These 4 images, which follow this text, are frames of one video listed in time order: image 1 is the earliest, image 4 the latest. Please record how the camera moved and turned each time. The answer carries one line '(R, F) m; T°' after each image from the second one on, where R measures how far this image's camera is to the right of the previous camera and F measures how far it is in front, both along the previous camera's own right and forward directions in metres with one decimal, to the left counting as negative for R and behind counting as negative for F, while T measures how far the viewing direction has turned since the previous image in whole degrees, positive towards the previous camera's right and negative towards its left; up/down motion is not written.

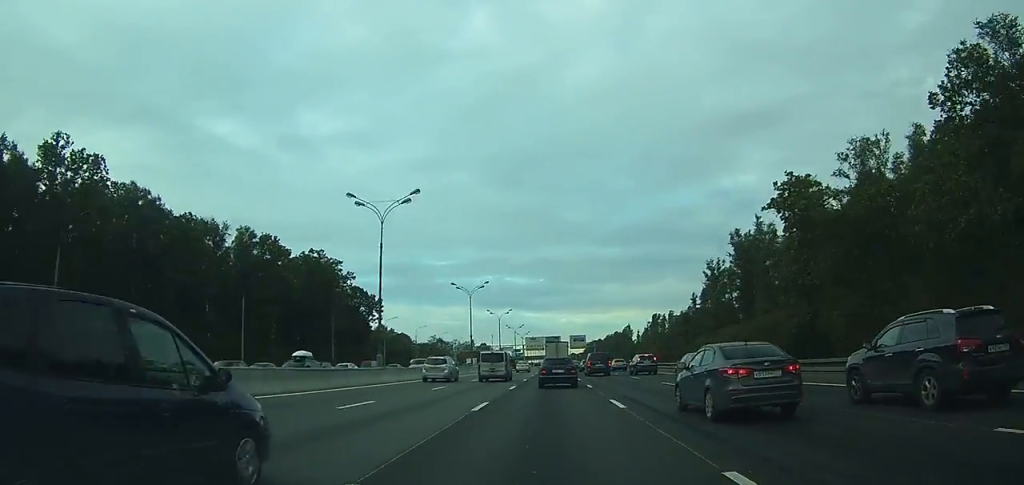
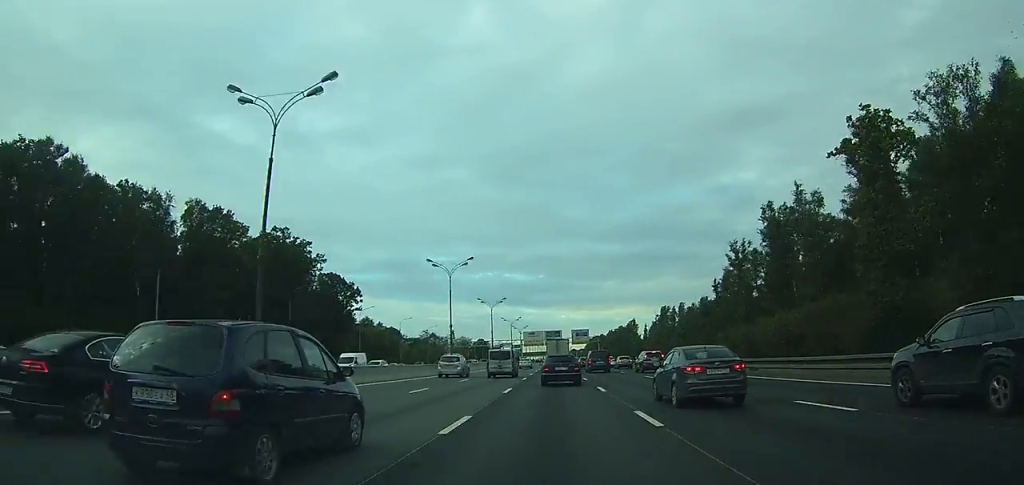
(0.0, +16.3) m; 0°
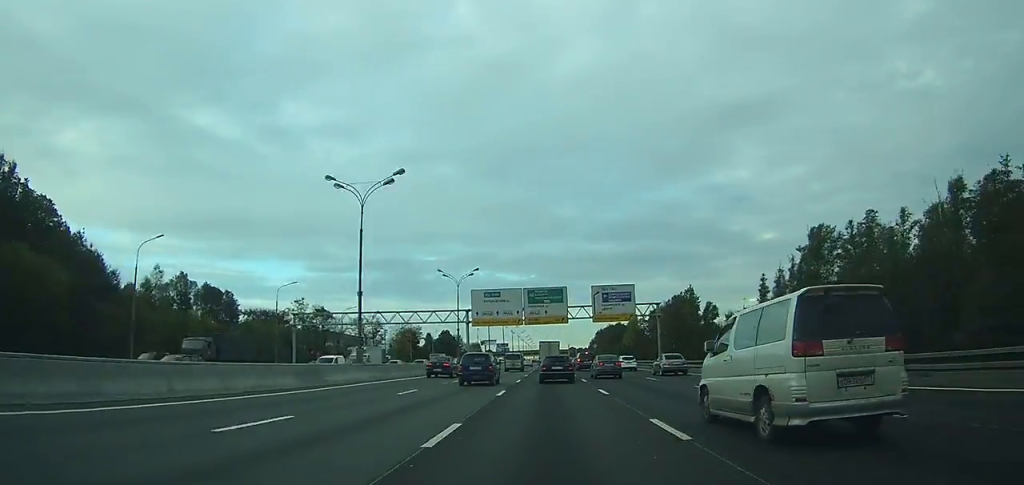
(+0.9, +125.5) m; +1°
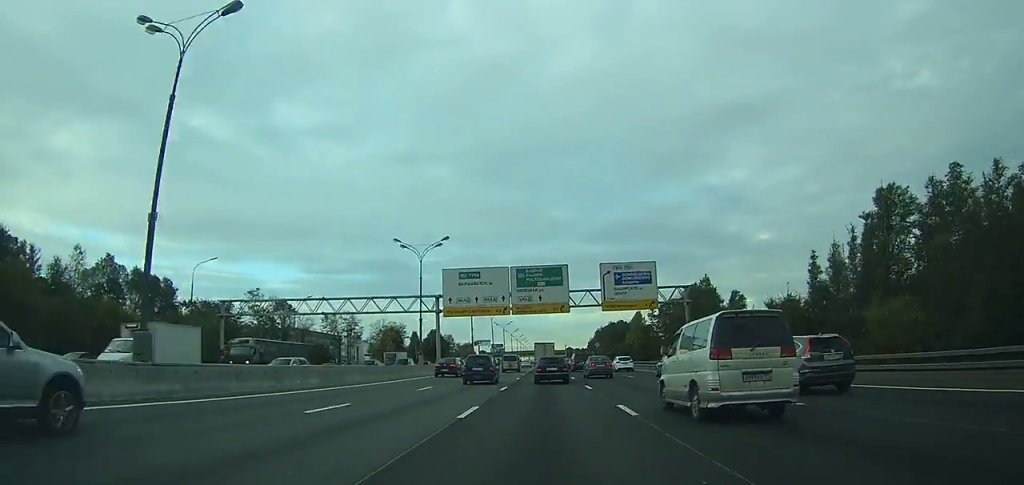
(0.0, +19.7) m; 0°
